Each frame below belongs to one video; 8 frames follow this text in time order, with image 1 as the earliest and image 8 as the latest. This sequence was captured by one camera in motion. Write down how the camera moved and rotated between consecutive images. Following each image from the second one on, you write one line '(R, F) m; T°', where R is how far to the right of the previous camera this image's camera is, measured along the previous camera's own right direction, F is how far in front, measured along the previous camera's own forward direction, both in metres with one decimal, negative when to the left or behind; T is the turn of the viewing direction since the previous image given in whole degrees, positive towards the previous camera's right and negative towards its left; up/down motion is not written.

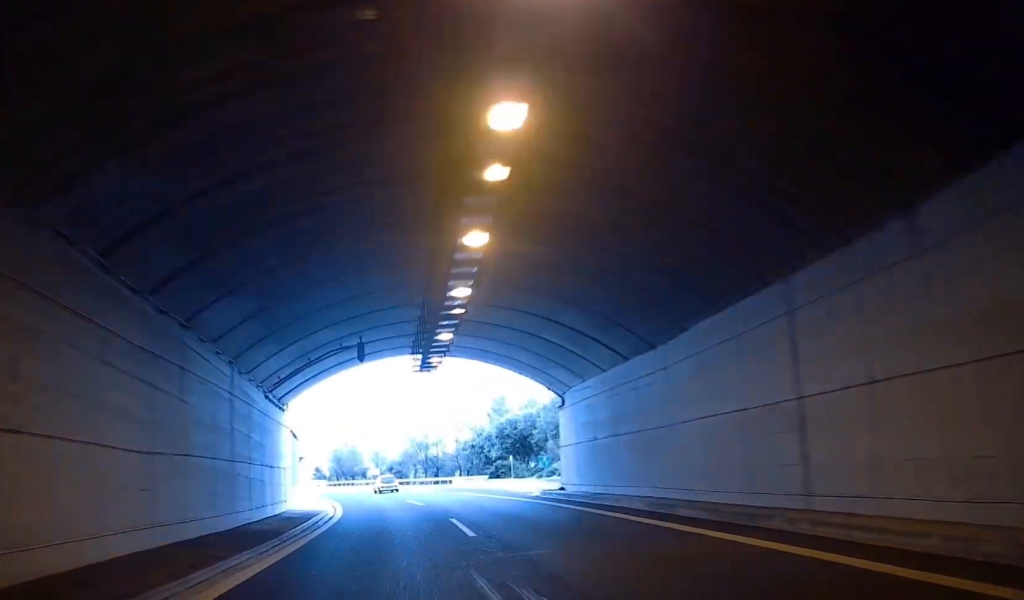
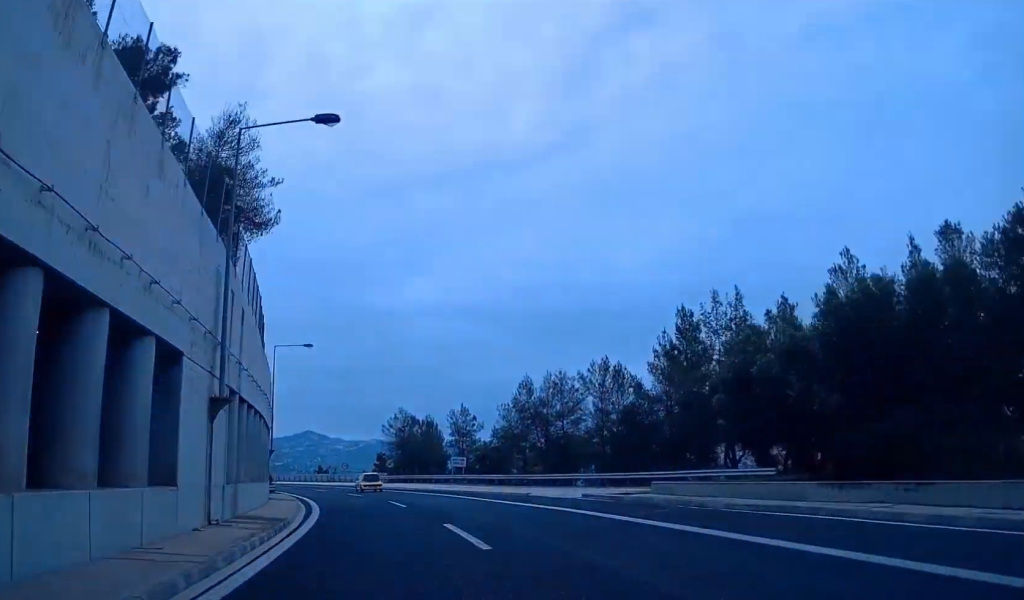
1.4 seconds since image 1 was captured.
(-0.1, +39.3) m; -7°
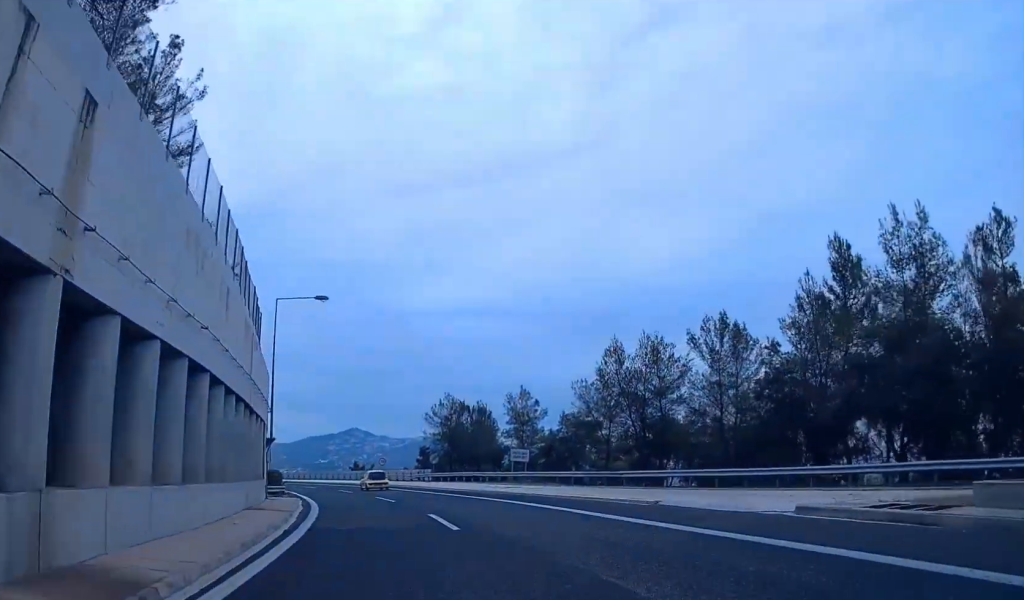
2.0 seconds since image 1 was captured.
(-0.9, +14.7) m; -4°
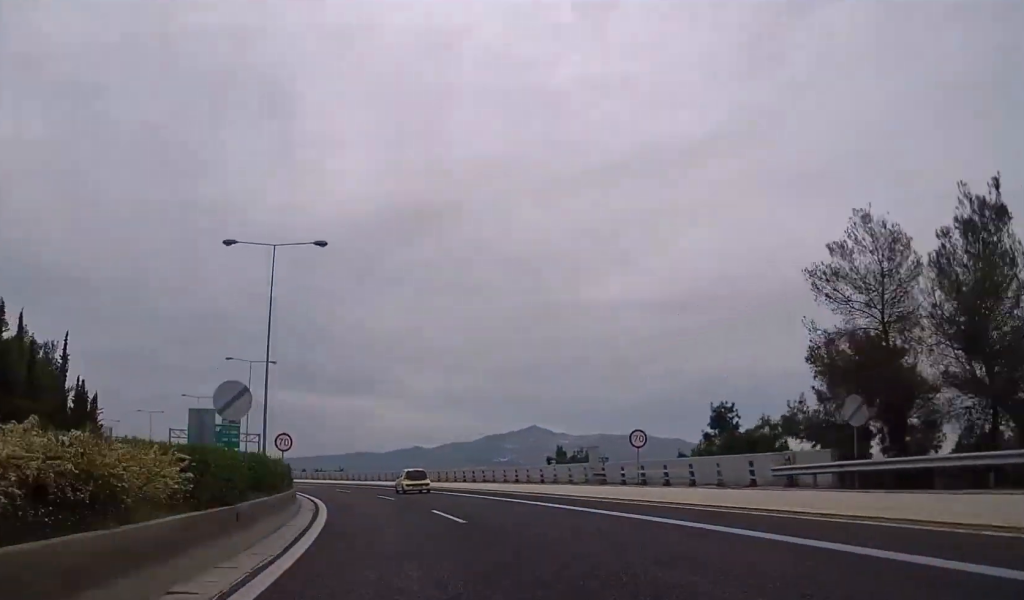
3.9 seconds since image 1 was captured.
(-5.6, +53.7) m; -9°
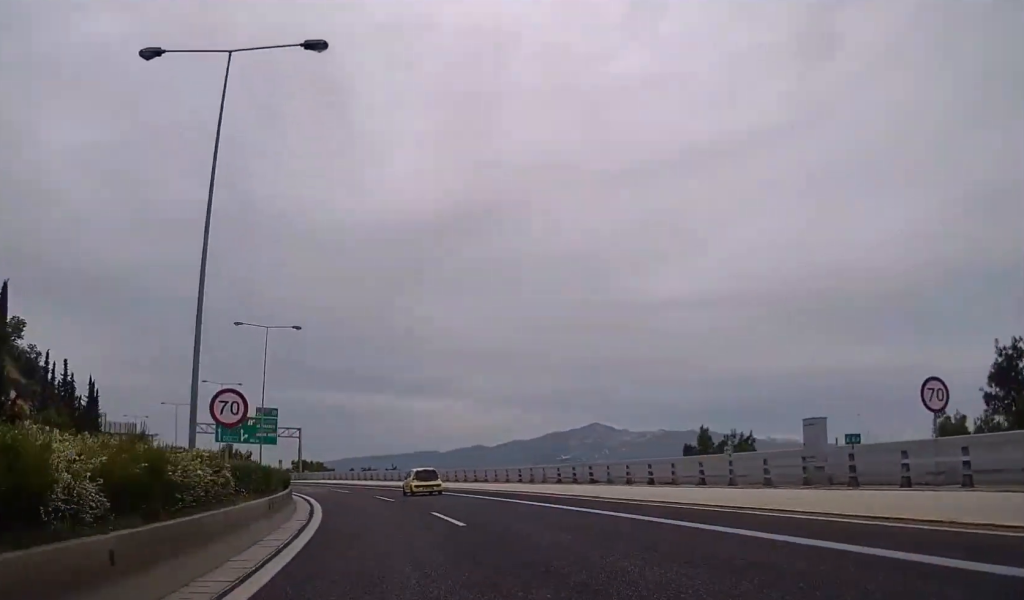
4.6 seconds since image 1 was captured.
(-0.3, +20.3) m; -3°
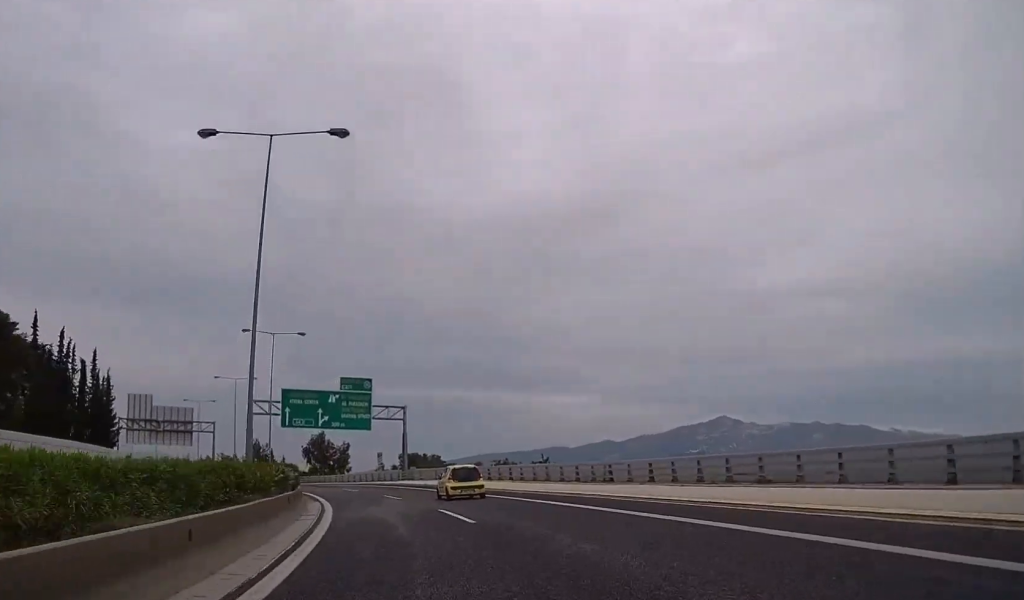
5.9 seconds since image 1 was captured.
(-2.5, +35.3) m; -8°
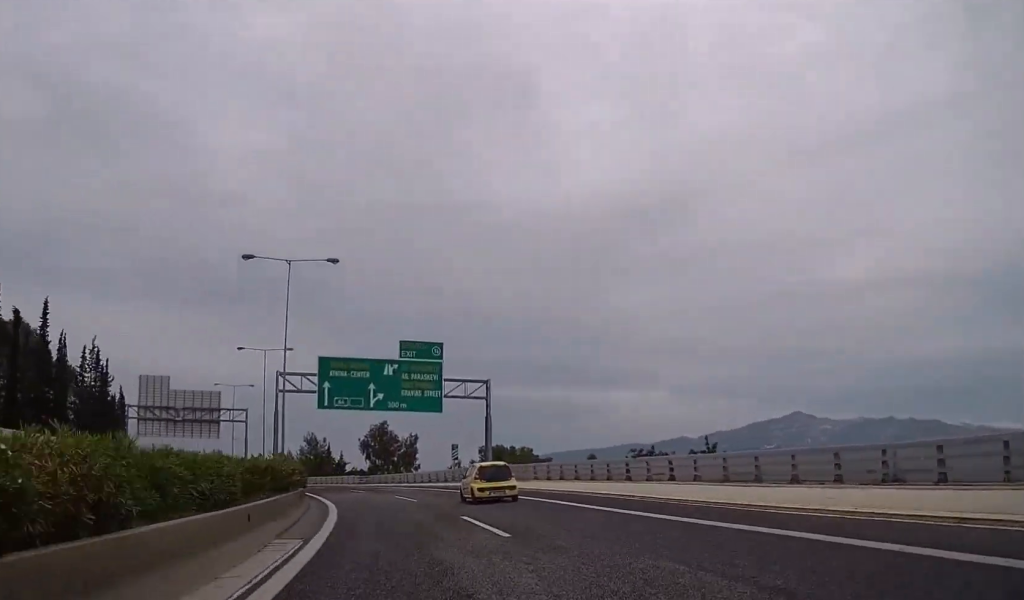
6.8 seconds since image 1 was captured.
(-1.0, +22.6) m; -7°
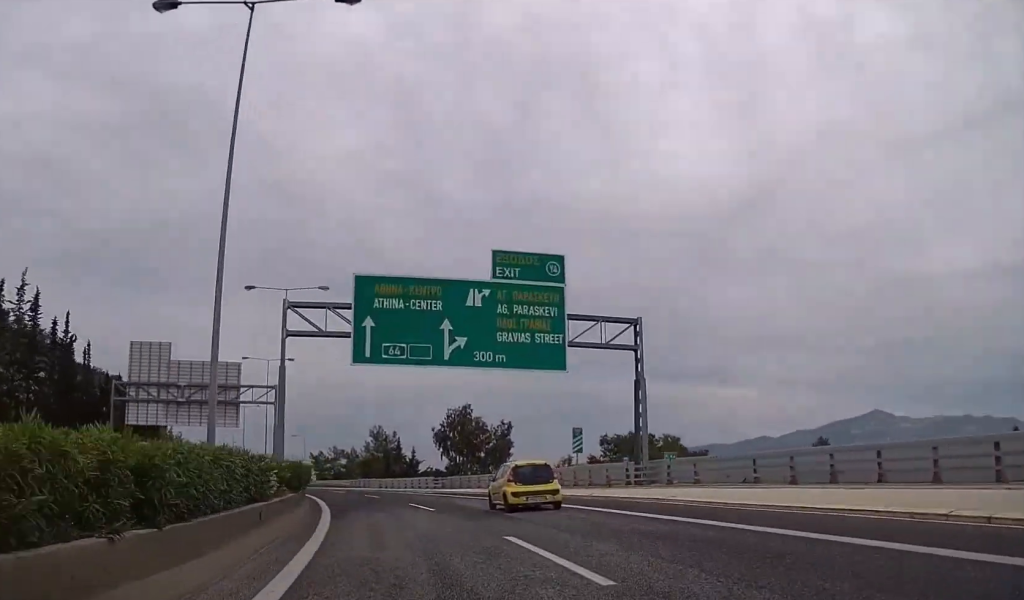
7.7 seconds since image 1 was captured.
(-1.9, +25.2) m; -7°
